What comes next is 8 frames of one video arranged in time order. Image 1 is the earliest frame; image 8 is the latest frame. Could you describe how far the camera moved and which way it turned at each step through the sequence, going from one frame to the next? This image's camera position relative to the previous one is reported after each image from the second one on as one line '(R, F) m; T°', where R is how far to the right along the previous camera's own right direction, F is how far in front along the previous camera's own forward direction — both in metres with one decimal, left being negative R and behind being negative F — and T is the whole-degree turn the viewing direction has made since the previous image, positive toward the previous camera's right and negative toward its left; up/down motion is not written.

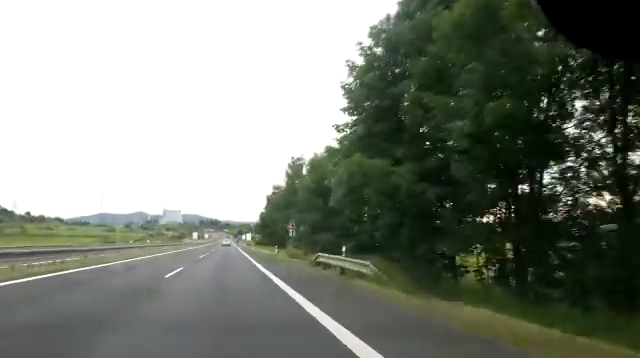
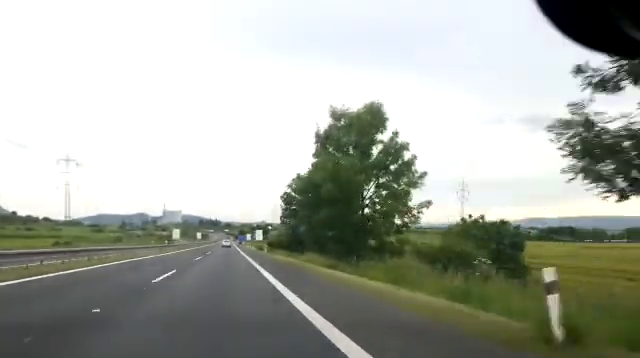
(0.0, +38.8) m; 0°
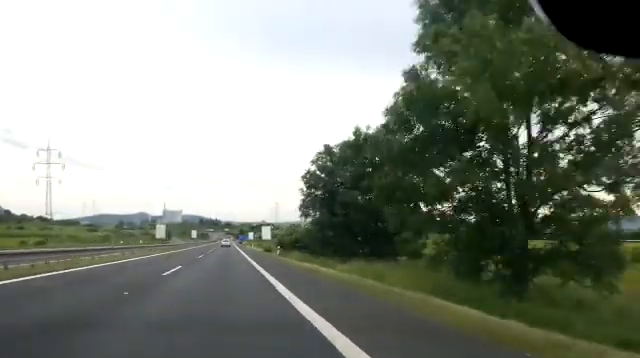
(0.0, +15.5) m; 0°
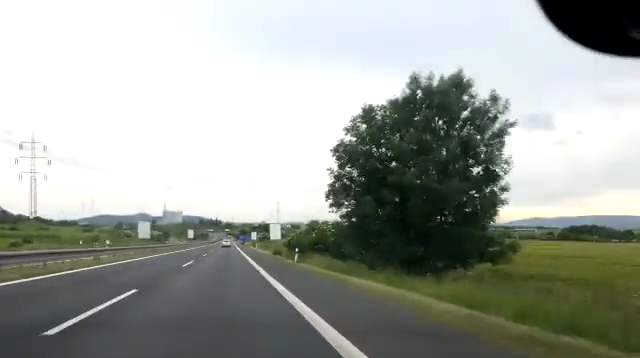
(-0.1, +10.9) m; 0°
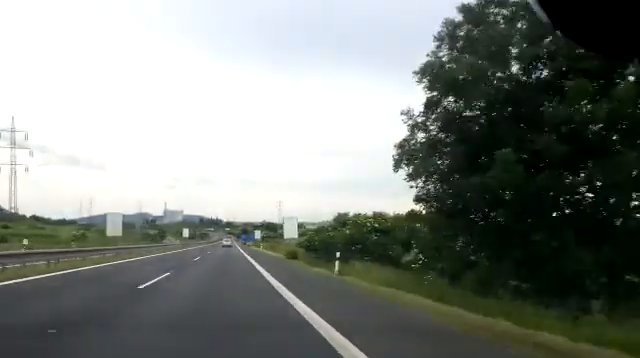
(0.0, +11.8) m; 0°
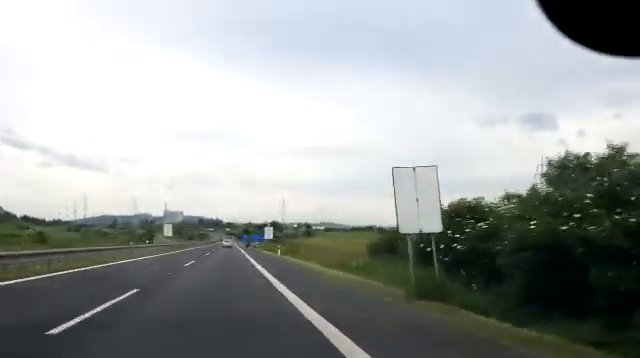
(+0.1, +24.3) m; 0°
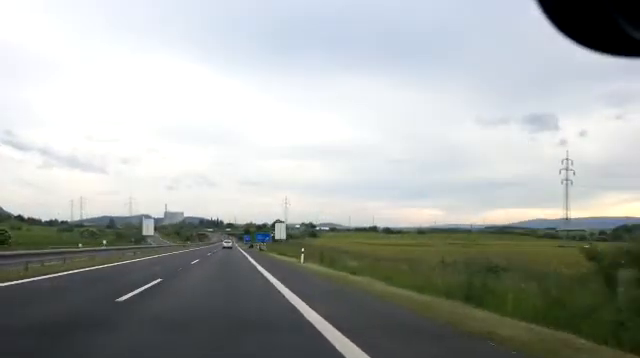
(-0.1, +14.2) m; 0°
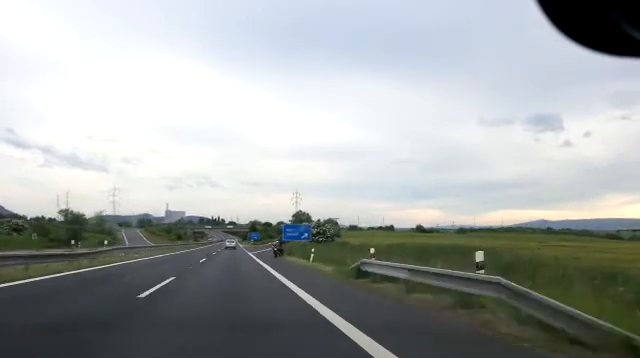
(0.0, +53.4) m; 0°
